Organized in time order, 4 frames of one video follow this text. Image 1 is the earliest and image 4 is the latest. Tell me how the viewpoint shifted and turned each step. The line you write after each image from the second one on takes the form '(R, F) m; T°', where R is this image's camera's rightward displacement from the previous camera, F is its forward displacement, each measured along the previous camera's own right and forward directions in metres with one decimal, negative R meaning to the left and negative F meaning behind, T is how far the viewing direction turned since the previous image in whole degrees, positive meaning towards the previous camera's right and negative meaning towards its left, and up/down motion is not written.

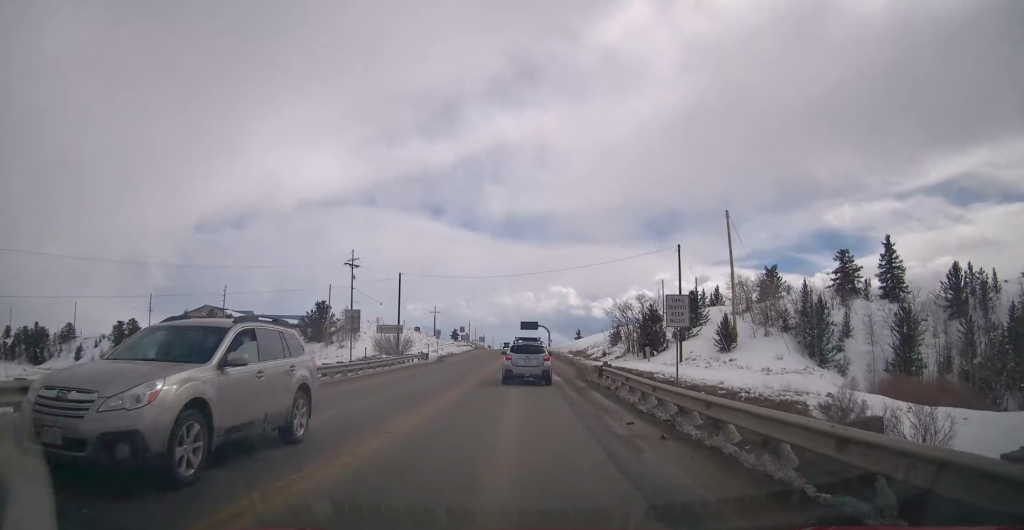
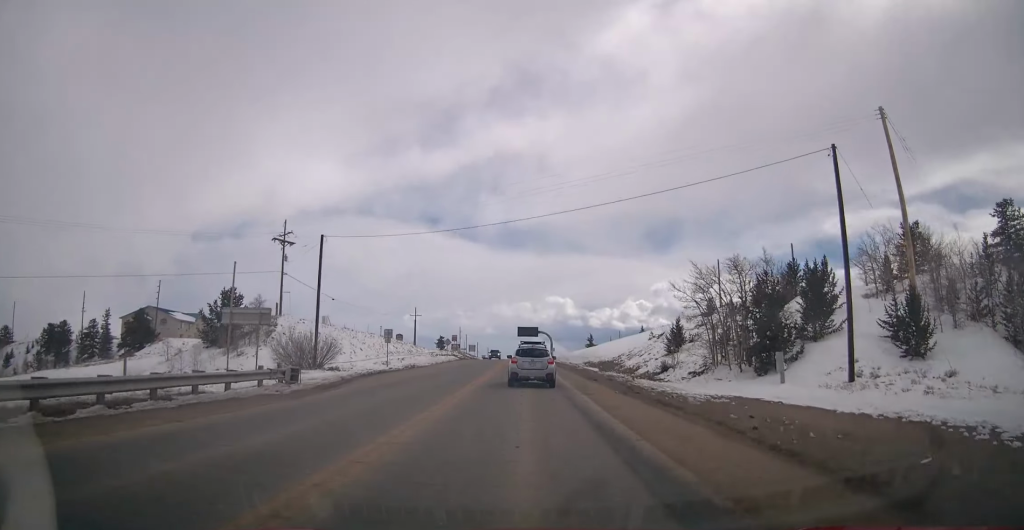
(0.0, +28.0) m; 0°
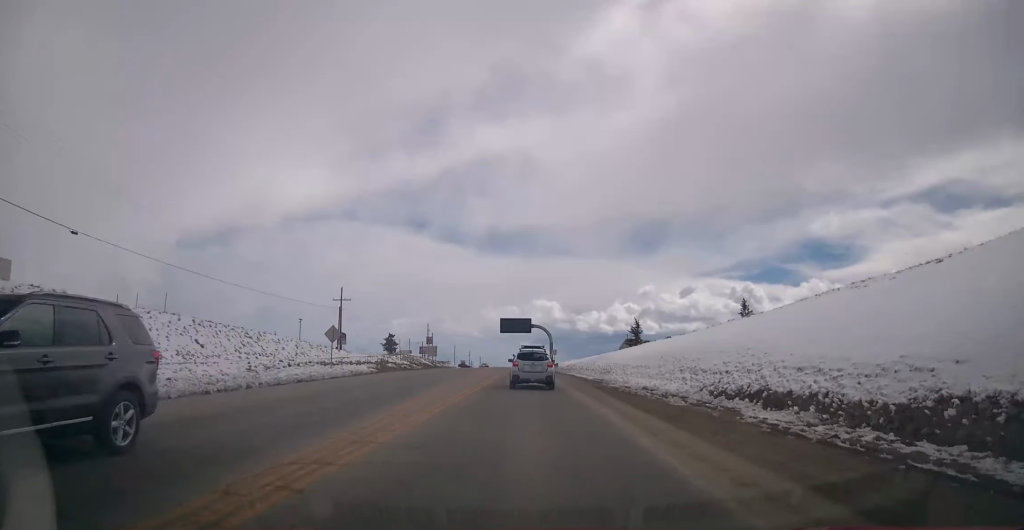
(0.0, +51.2) m; 0°
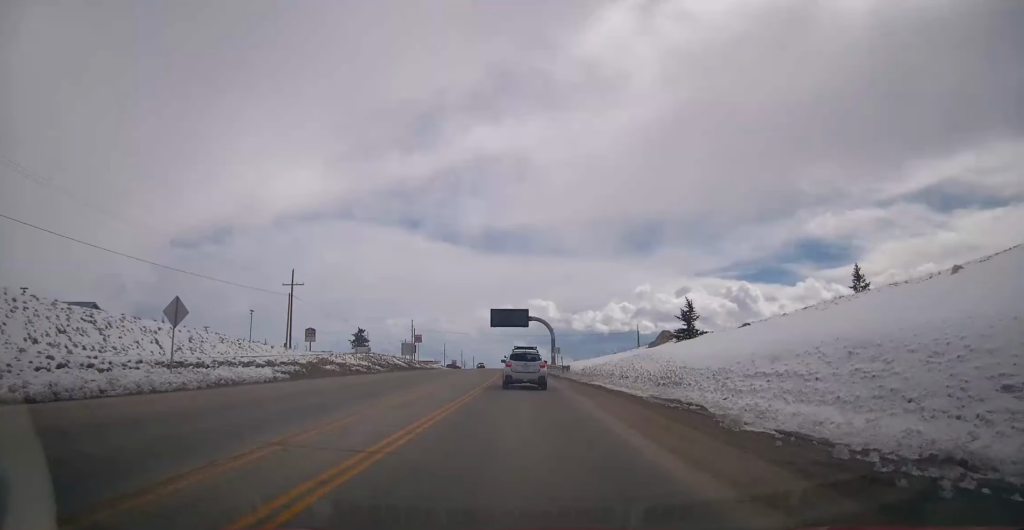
(0.0, +18.9) m; 0°
